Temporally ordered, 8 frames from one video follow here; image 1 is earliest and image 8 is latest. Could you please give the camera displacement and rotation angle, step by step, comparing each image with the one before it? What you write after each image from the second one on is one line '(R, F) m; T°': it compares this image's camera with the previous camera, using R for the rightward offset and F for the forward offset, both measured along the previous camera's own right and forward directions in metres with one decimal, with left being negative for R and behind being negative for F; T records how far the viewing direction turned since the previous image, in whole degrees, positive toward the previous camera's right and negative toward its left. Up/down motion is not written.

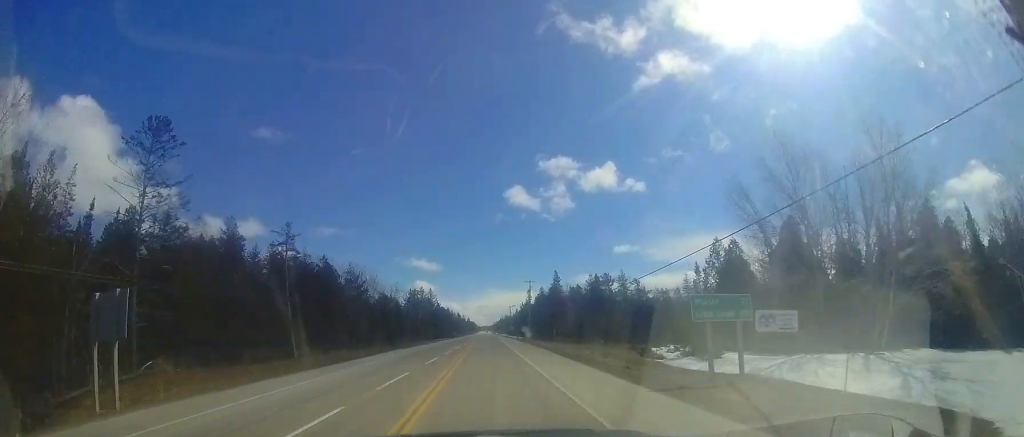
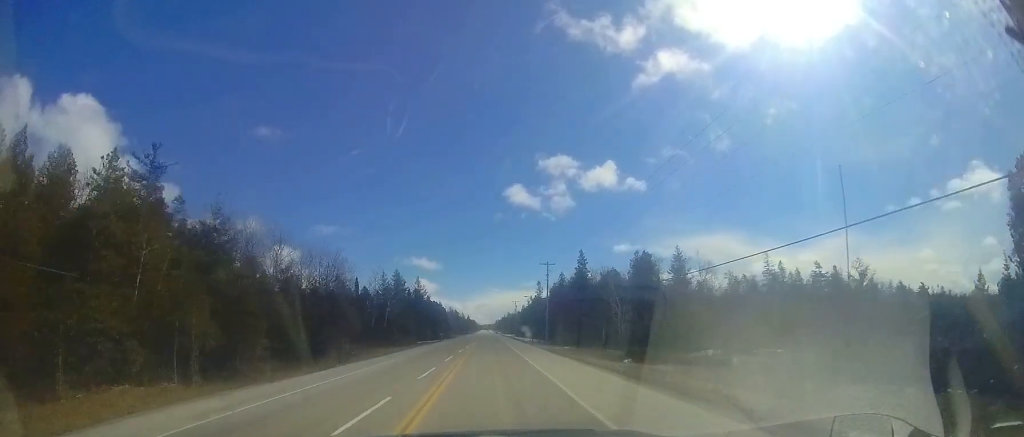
(0.0, +25.2) m; -1°
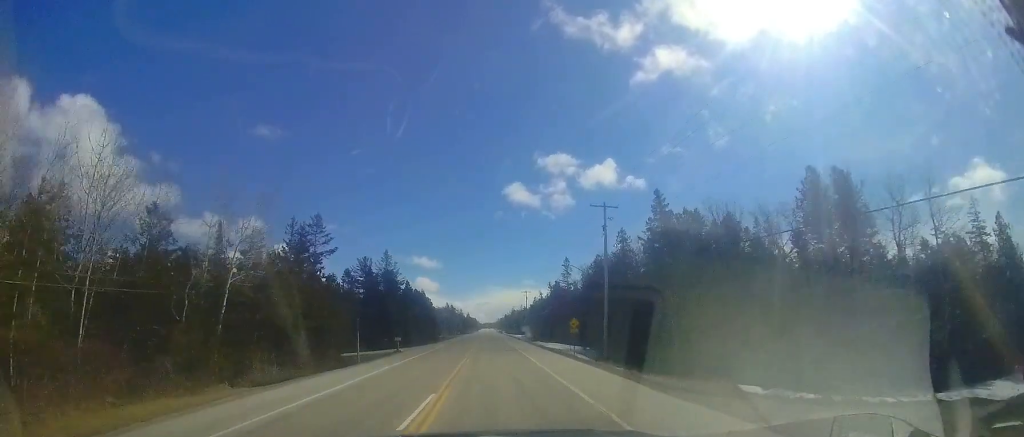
(0.0, +32.5) m; +1°
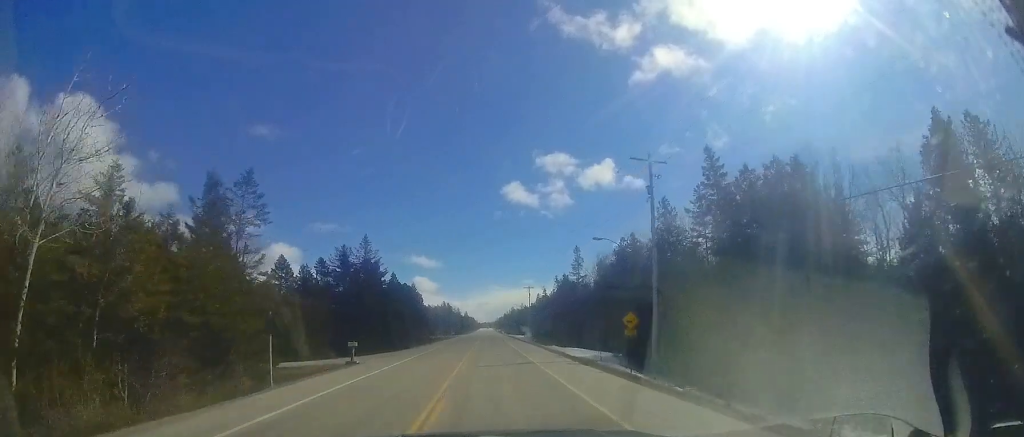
(0.0, +10.6) m; 0°
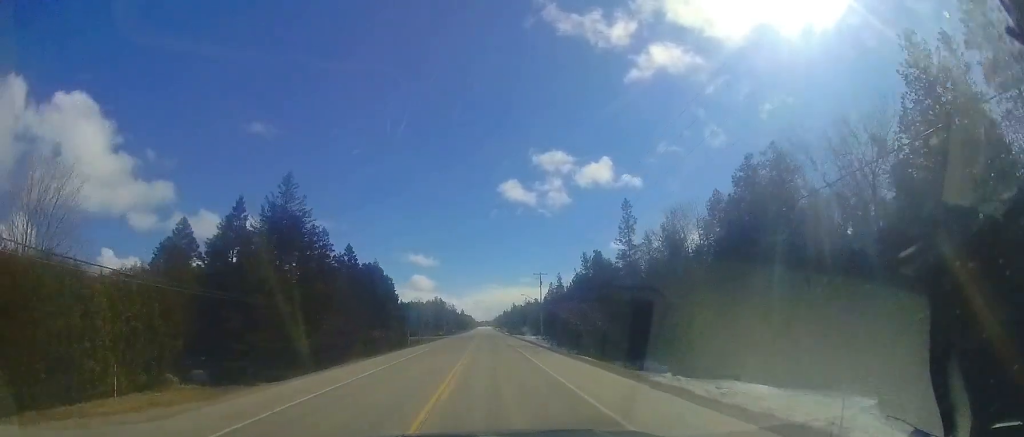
(-0.2, +22.6) m; 0°
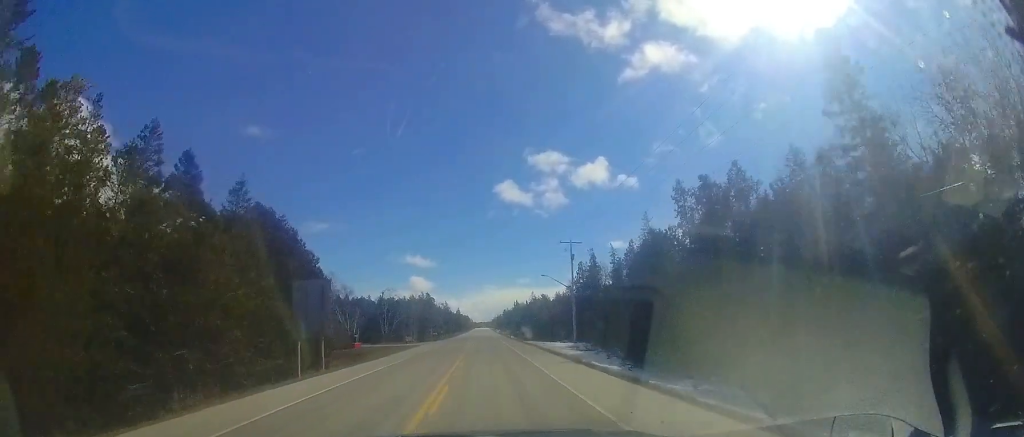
(+0.6, +28.3) m; +1°
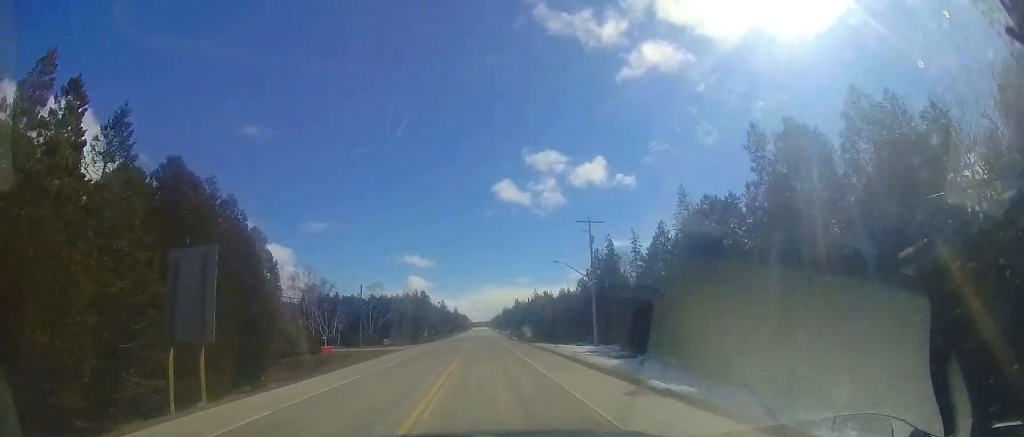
(-0.2, +9.2) m; 0°
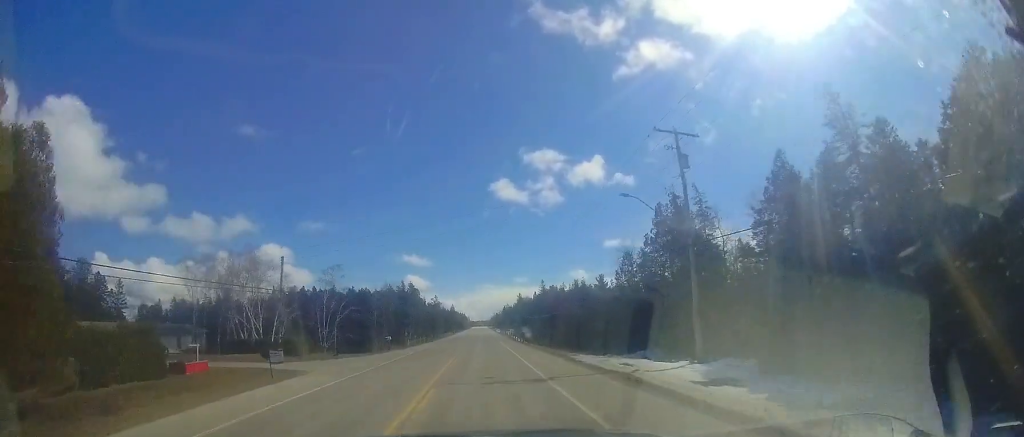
(-0.1, +18.6) m; 0°
